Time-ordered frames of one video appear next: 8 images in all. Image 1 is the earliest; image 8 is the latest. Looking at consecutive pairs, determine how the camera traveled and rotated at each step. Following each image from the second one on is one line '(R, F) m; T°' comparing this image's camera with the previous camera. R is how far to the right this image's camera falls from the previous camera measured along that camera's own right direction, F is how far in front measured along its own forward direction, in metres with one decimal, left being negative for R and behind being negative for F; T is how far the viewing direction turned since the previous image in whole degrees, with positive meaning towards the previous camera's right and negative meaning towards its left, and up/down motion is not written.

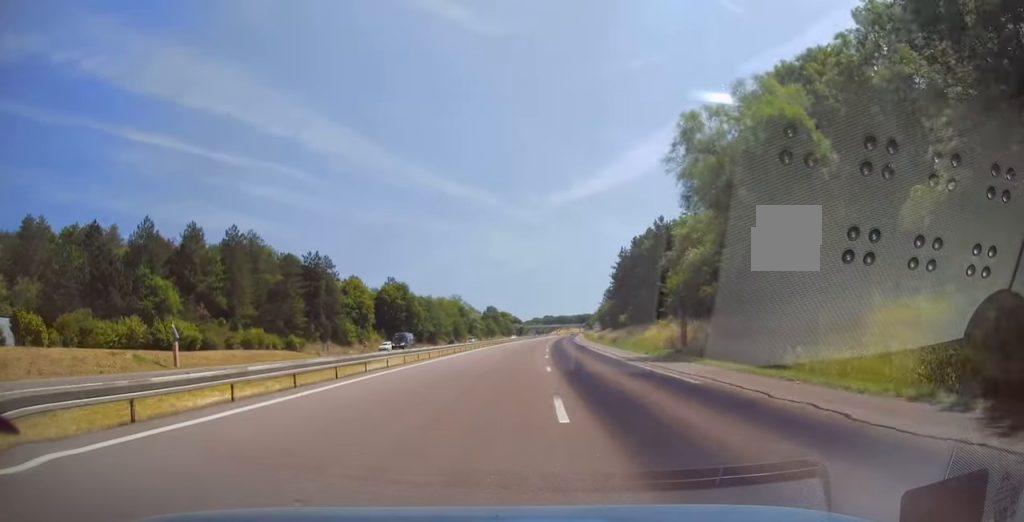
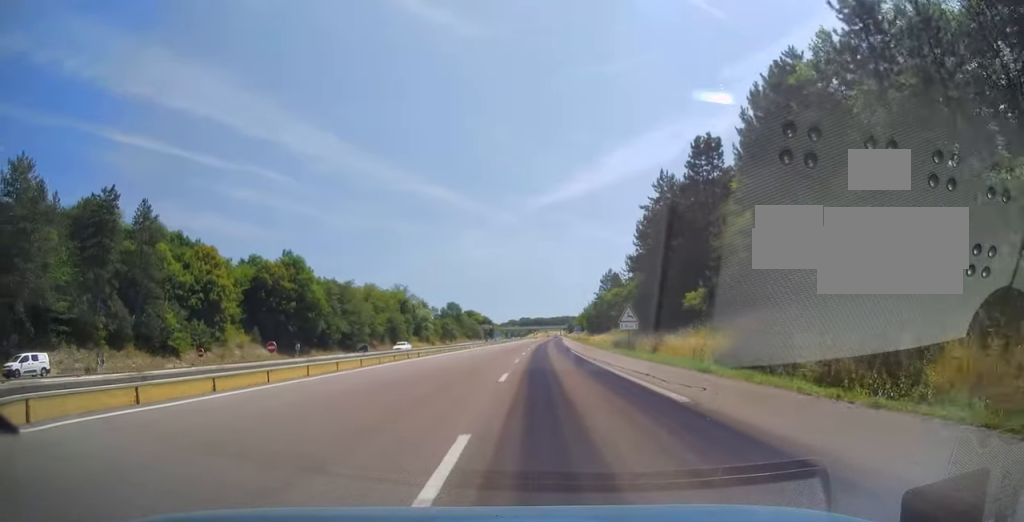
(+1.9, +55.9) m; +3°
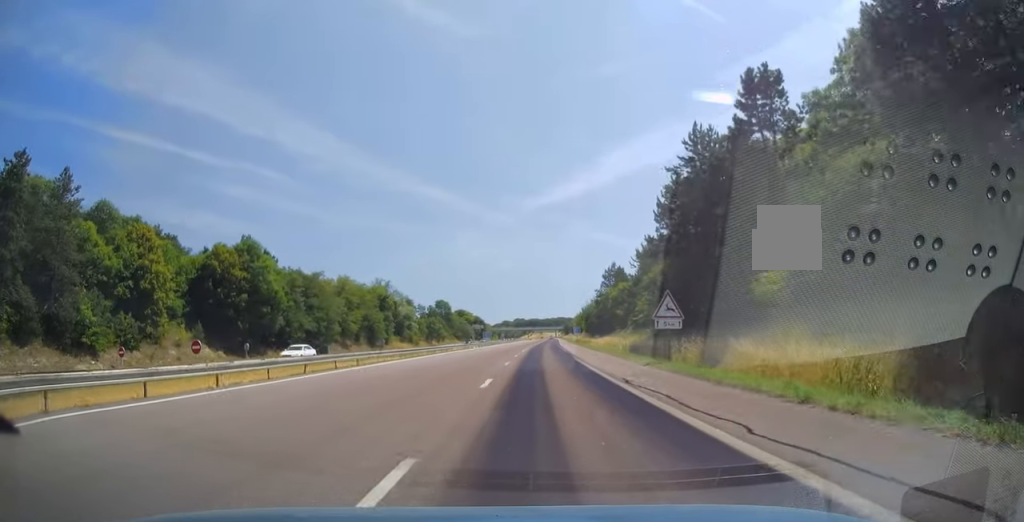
(0.0, +14.8) m; 0°
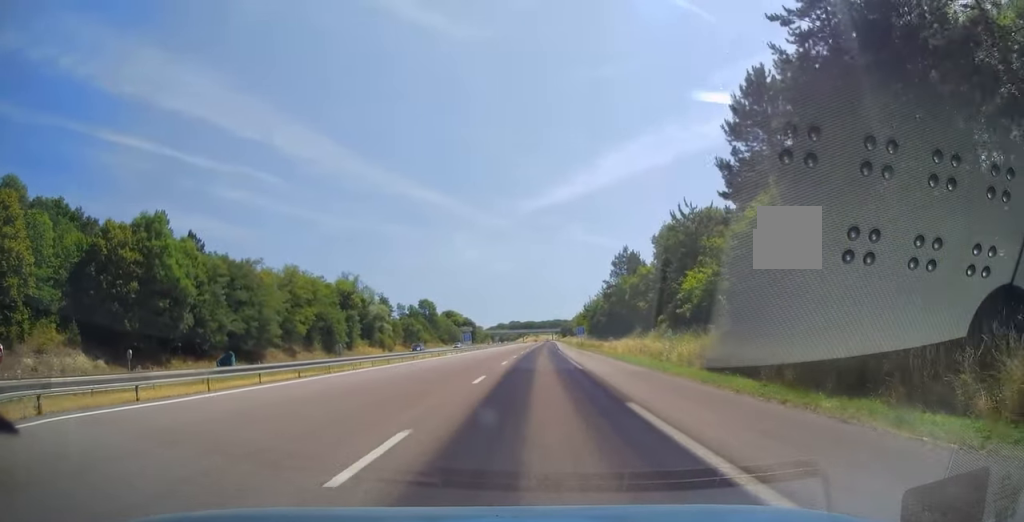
(+0.1, +23.6) m; 0°
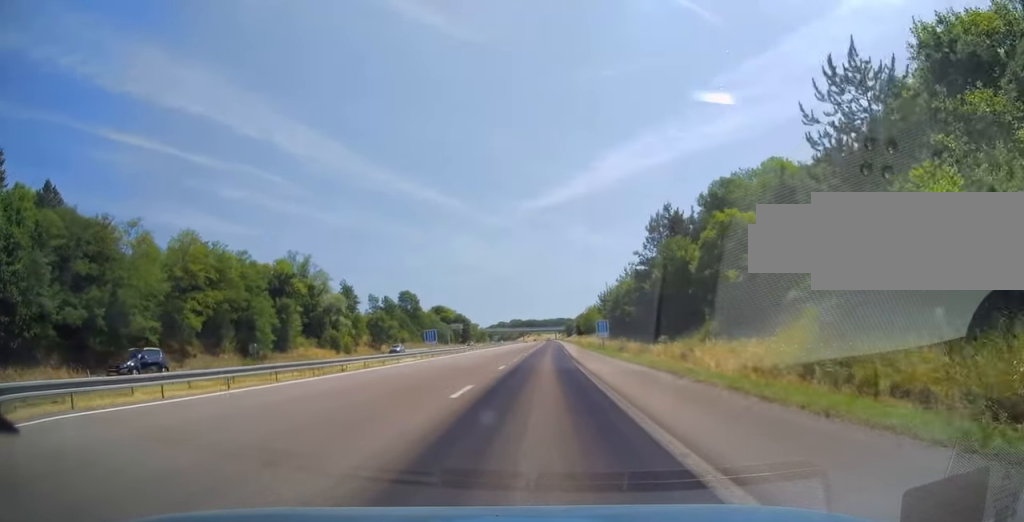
(0.0, +30.8) m; +1°
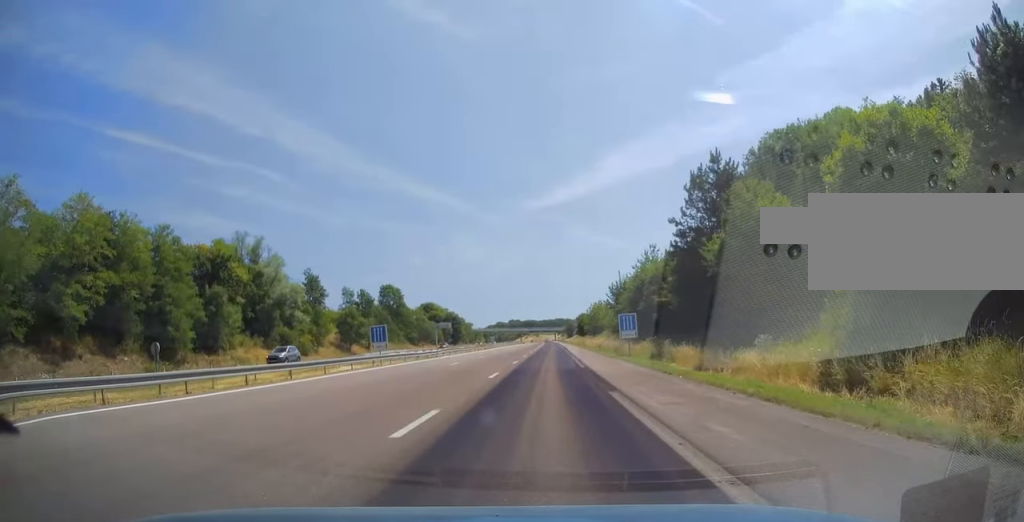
(+0.2, +18.8) m; +1°
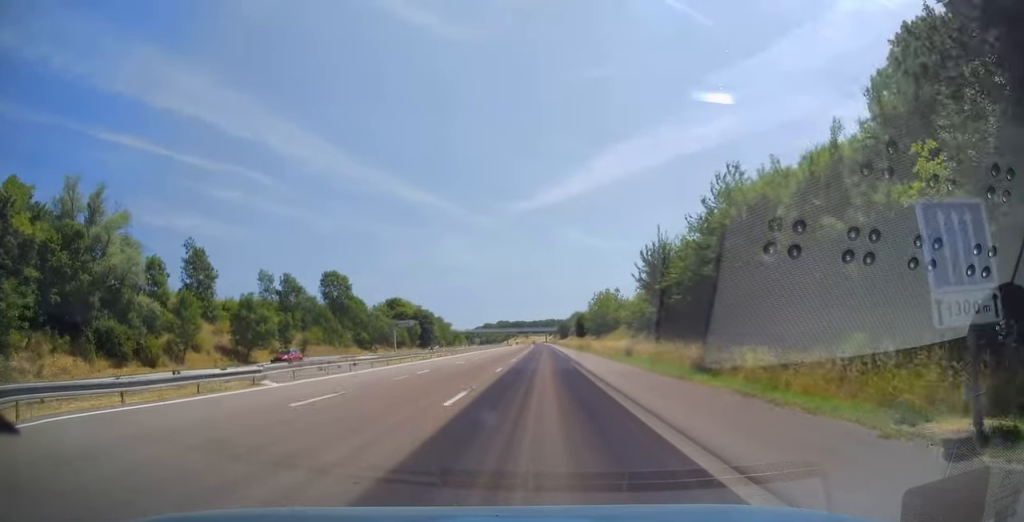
(+0.2, +34.6) m; 0°
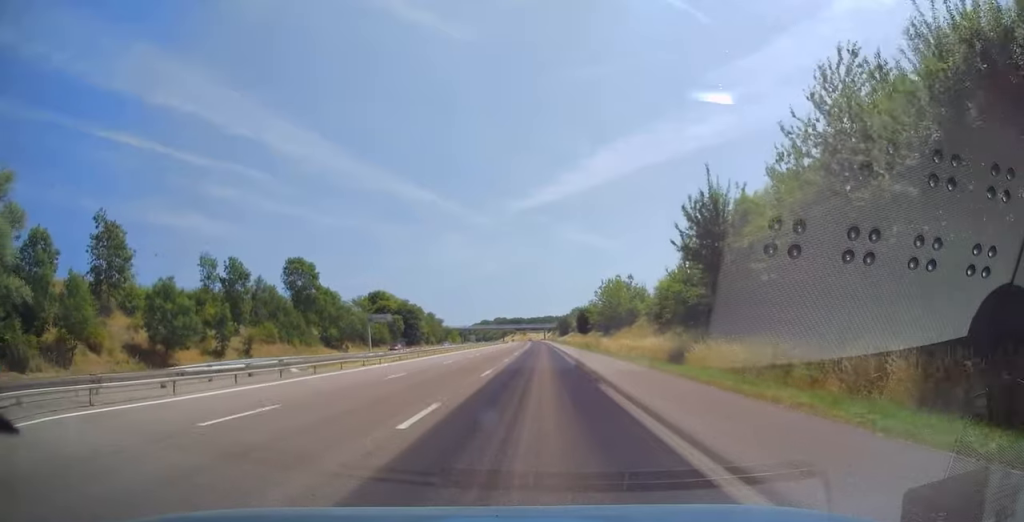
(0.0, +16.8) m; 0°
